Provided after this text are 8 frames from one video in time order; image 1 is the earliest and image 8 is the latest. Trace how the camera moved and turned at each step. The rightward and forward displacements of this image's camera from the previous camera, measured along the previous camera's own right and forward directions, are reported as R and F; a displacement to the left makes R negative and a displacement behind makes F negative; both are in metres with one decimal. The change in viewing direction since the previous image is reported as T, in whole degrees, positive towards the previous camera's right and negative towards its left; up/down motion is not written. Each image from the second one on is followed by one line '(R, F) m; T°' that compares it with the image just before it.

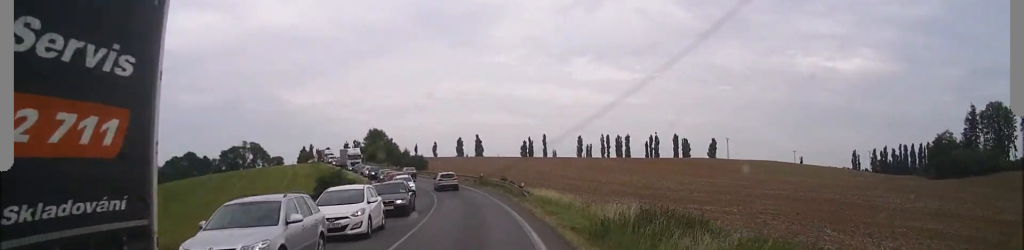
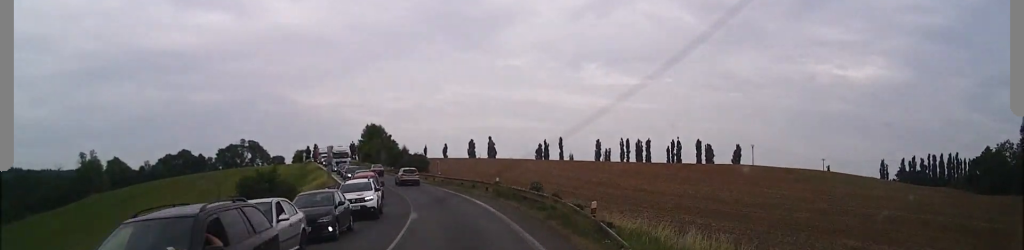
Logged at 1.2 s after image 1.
(-0.5, +21.0) m; -2°
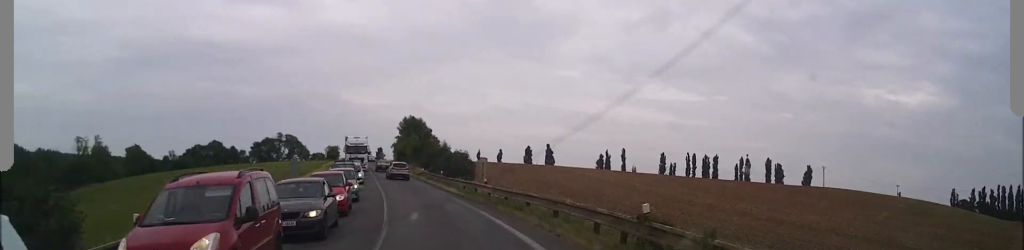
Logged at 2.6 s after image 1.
(-0.7, +25.0) m; -5°
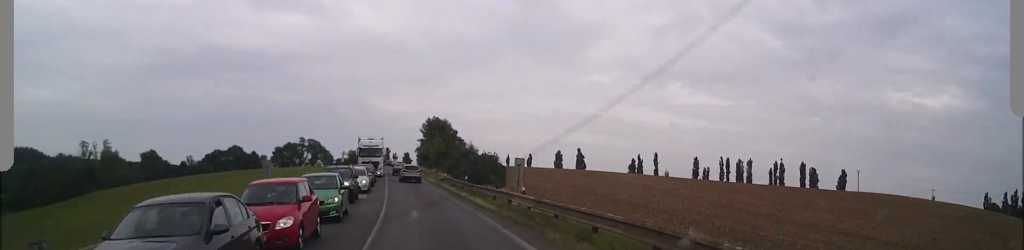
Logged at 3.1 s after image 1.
(-0.4, +8.7) m; -2°
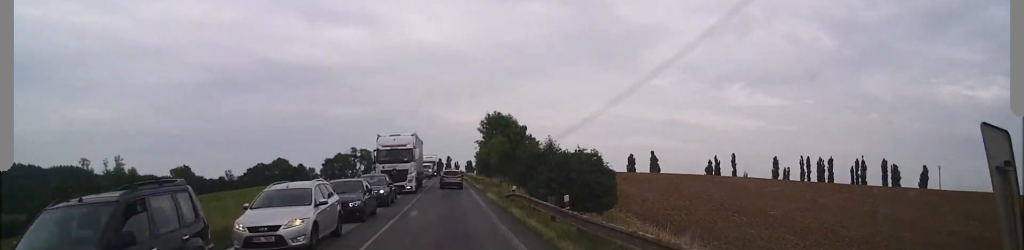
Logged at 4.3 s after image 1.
(-0.4, +22.8) m; -4°
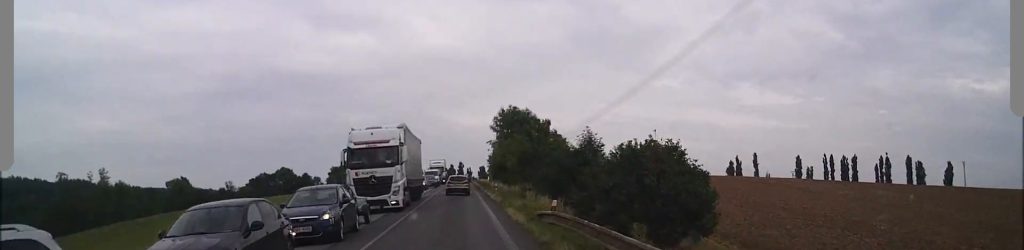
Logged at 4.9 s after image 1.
(-0.5, +12.2) m; -2°
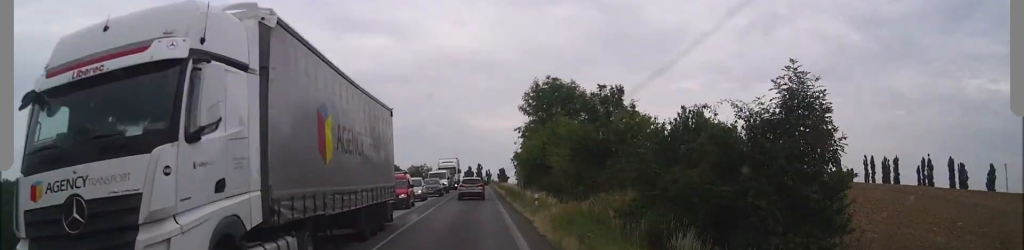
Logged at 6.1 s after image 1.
(-0.6, +21.8) m; -1°
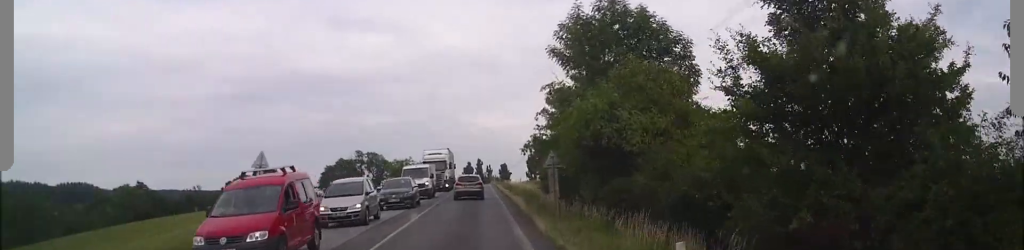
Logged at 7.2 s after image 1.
(+0.4, +21.0) m; 0°
